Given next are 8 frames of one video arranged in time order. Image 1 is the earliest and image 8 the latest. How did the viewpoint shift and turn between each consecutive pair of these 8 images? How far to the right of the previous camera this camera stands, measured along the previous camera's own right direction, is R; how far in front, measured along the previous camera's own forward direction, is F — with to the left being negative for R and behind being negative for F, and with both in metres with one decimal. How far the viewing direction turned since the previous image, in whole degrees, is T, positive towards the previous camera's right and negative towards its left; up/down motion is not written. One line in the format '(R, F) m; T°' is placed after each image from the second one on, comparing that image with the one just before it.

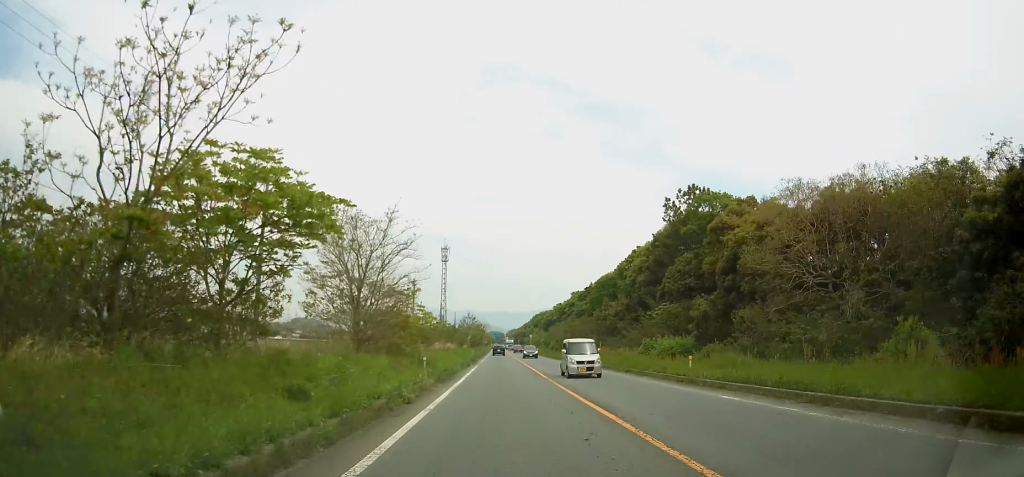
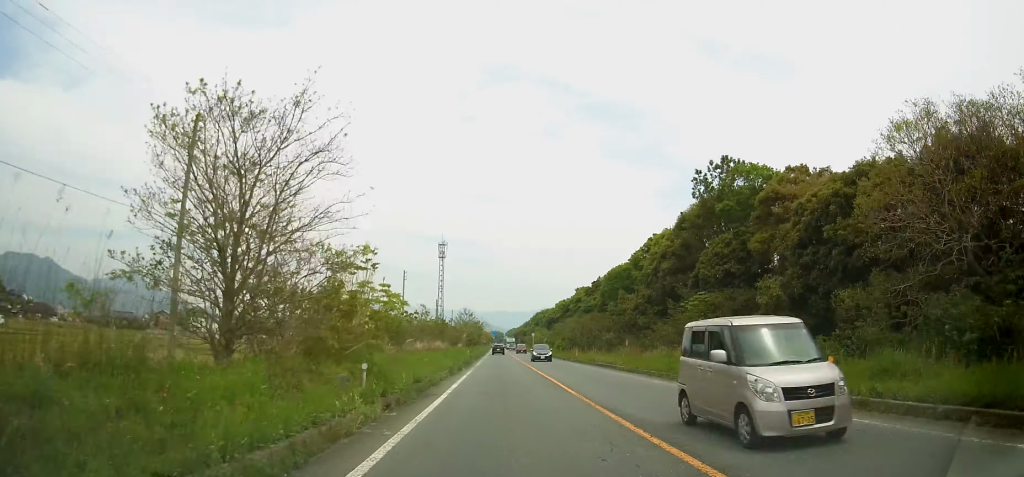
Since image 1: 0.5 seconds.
(0.0, +9.3) m; 0°
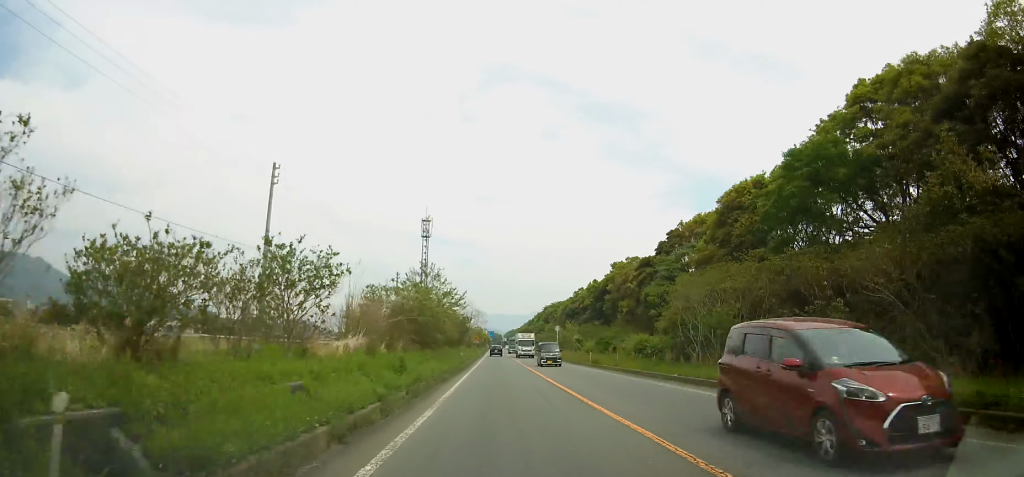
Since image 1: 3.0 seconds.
(+0.1, +47.5) m; +1°
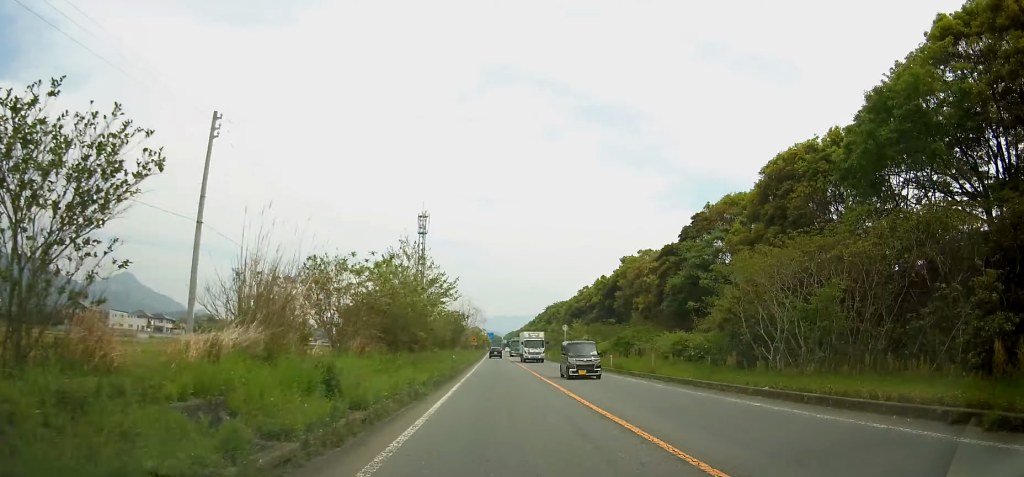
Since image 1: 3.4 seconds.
(0.0, +7.8) m; 0°
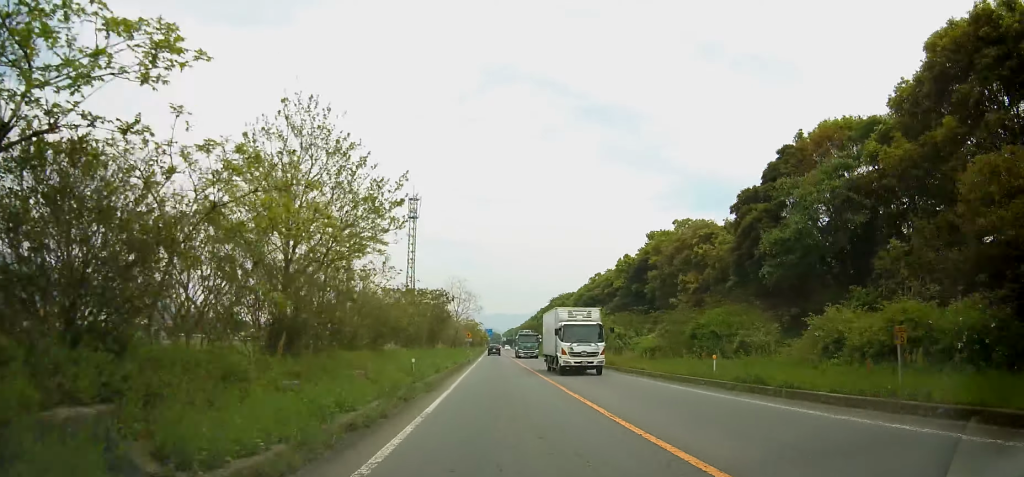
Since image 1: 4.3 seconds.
(0.0, +17.0) m; 0°
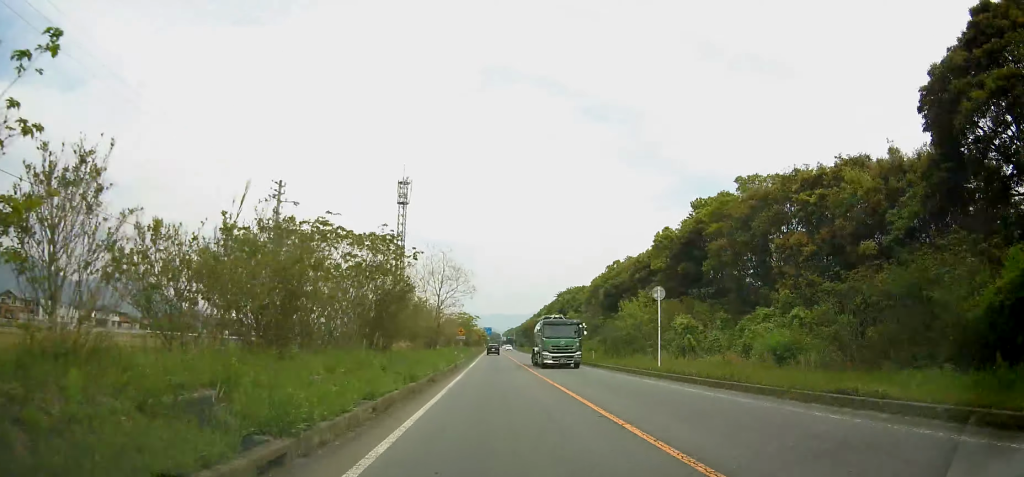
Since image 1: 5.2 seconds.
(0.0, +17.8) m; 0°
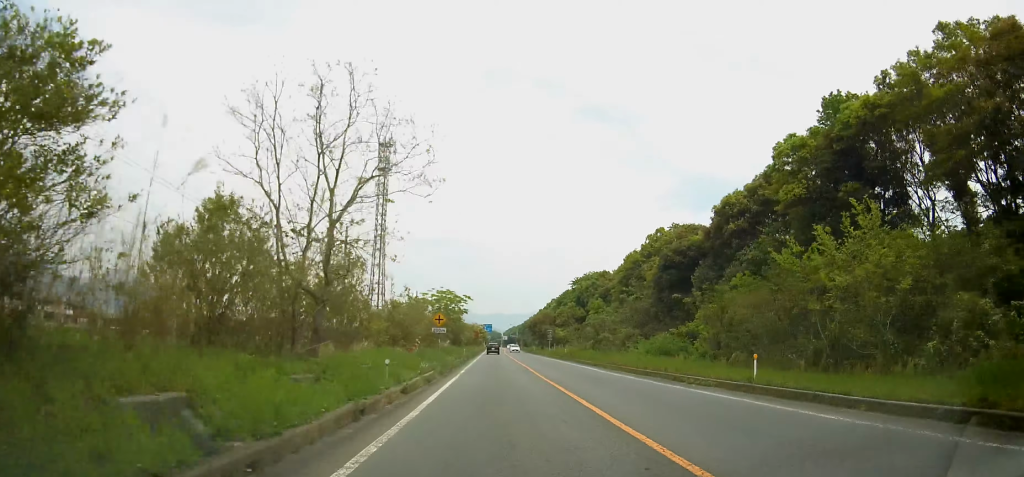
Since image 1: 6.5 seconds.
(-0.1, +25.7) m; 0°
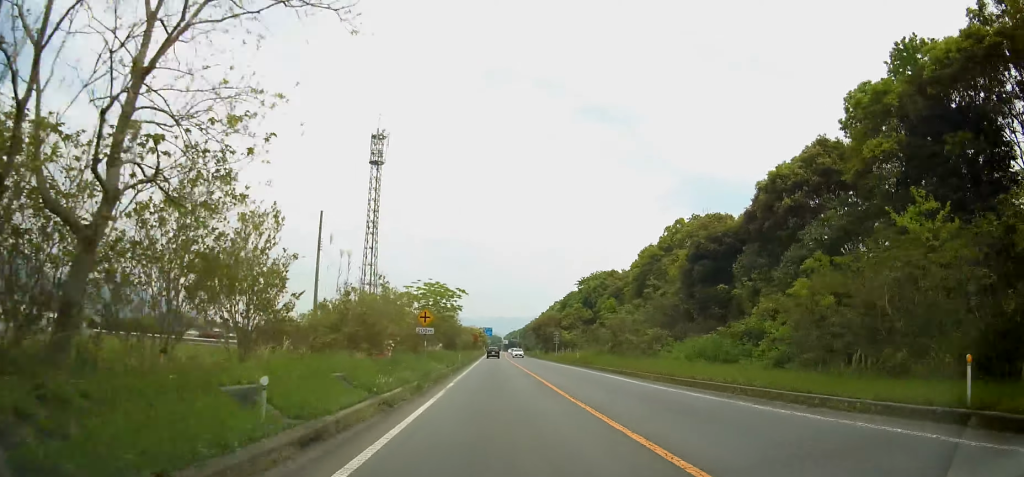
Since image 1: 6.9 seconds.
(+0.1, +7.9) m; 0°
